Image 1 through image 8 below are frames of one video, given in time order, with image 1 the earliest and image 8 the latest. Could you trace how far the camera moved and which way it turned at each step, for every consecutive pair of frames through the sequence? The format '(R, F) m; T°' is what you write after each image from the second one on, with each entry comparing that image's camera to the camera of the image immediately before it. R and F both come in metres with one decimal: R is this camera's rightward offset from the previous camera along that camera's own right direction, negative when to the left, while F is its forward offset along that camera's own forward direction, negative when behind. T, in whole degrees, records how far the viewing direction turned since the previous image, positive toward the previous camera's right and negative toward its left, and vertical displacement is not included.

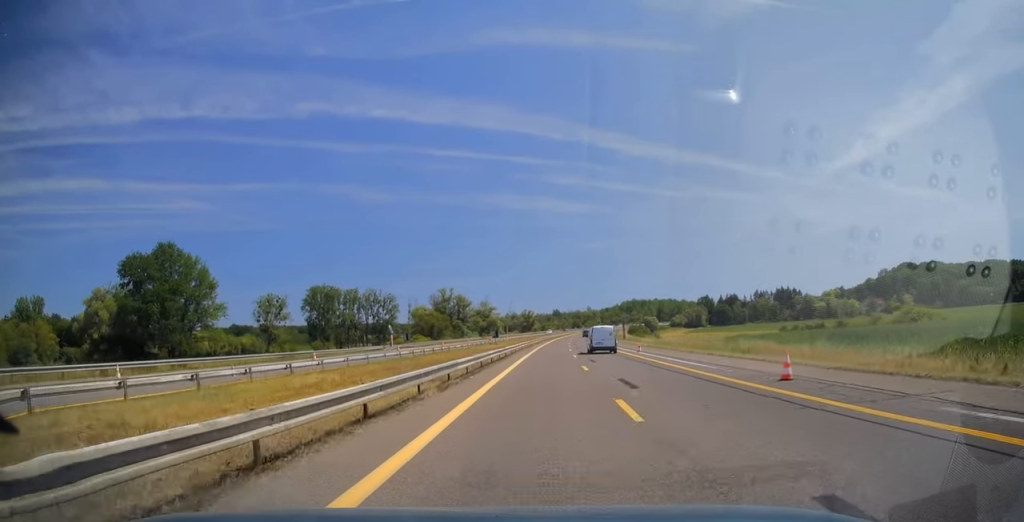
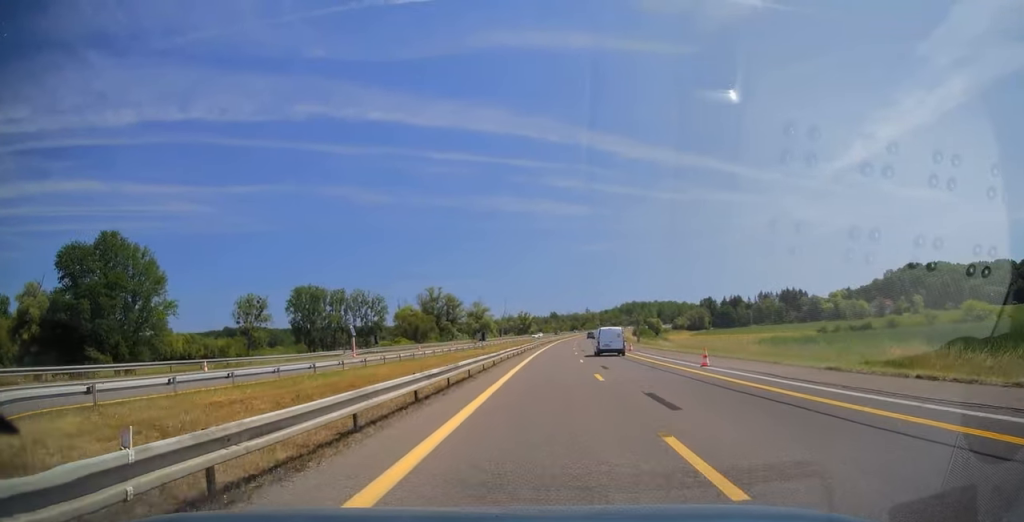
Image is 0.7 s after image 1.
(-0.1, +17.3) m; 0°
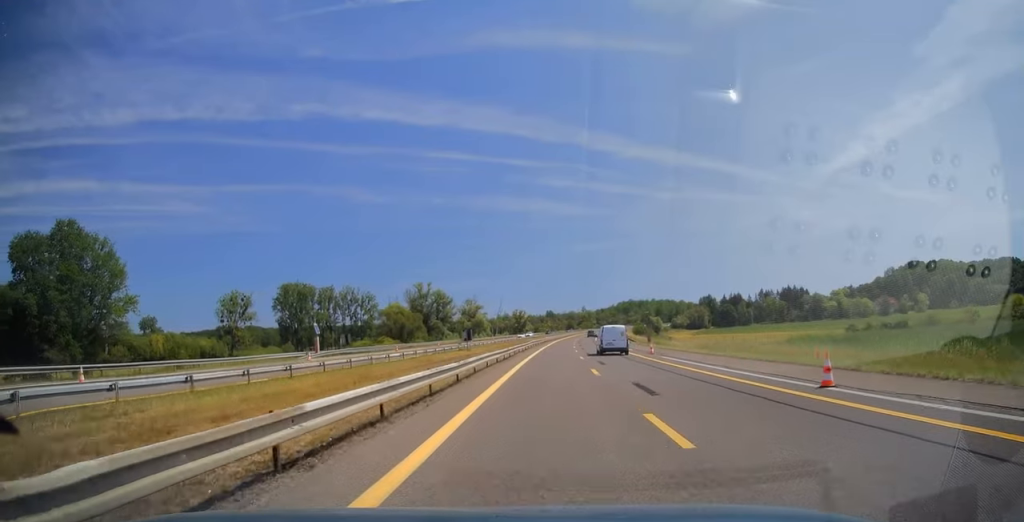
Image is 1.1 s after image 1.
(0.0, +10.8) m; 0°
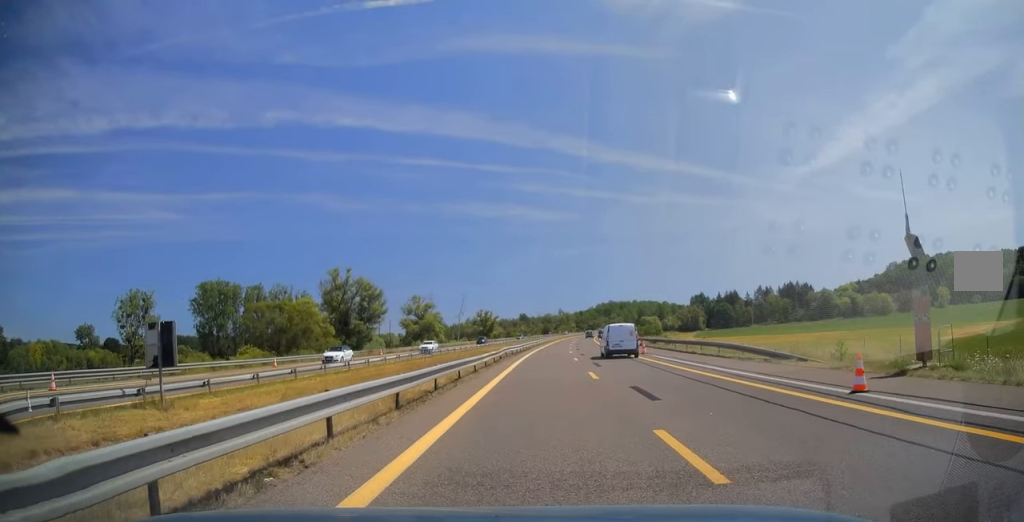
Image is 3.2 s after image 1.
(+1.6, +53.6) m; +3°
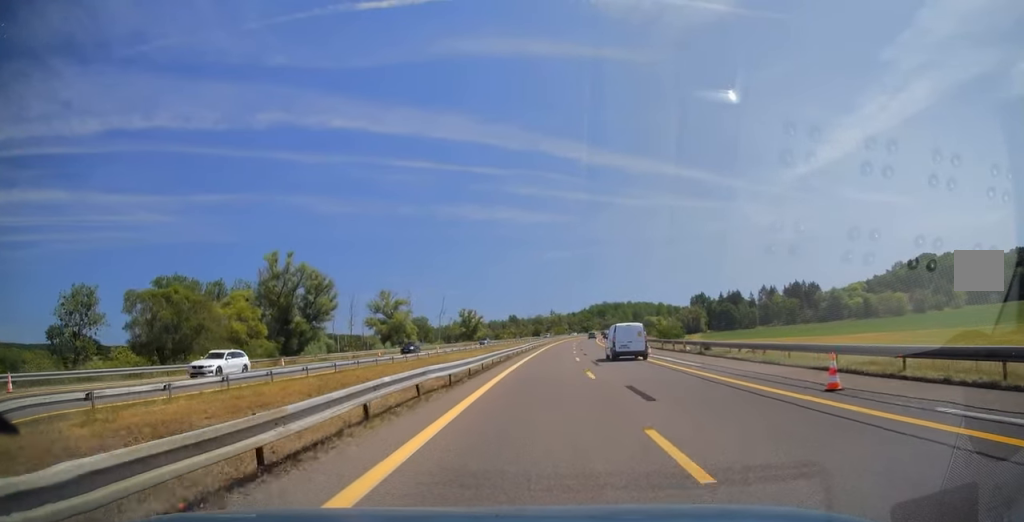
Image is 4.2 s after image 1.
(+0.1, +25.9) m; +1°
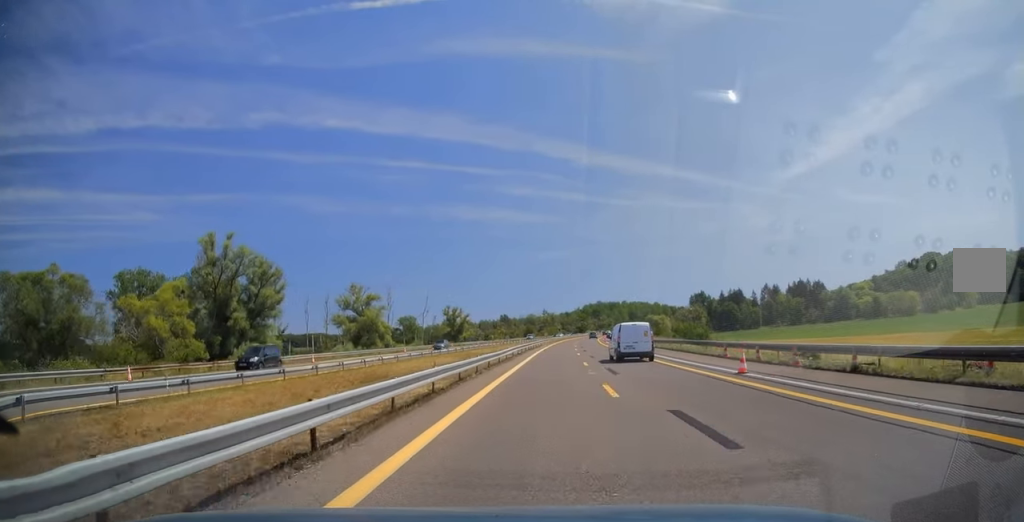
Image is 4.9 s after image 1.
(+0.2, +18.6) m; +1°
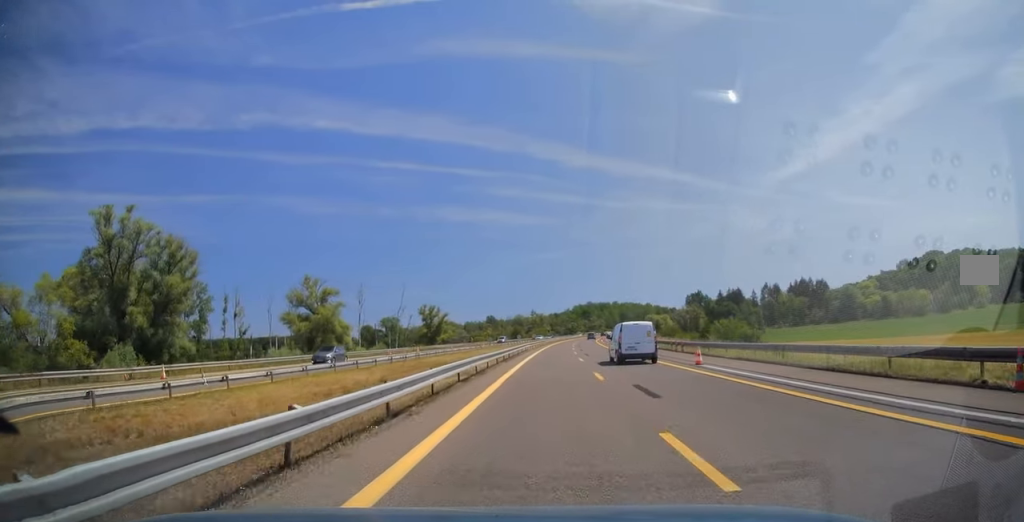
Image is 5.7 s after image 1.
(+0.2, +20.7) m; +1°
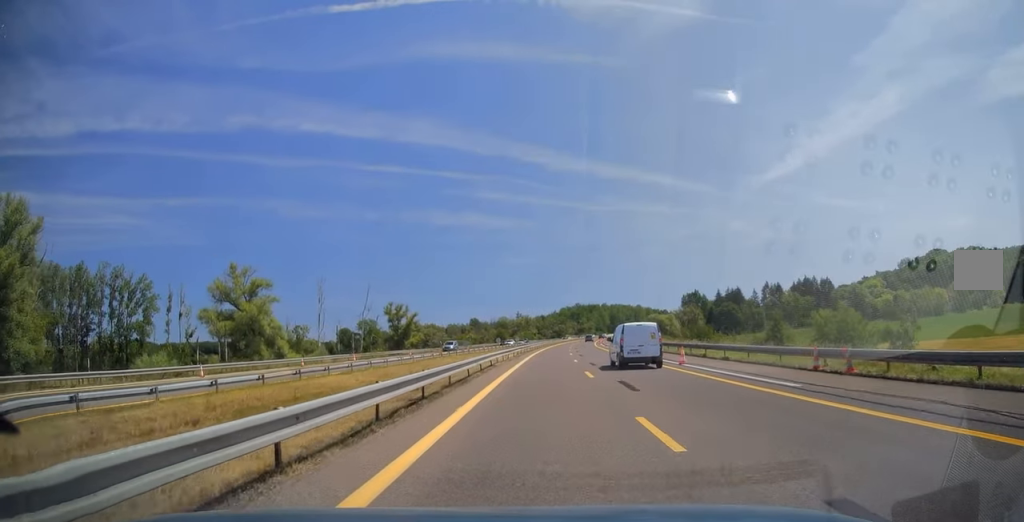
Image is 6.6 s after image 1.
(+0.1, +24.2) m; +1°
